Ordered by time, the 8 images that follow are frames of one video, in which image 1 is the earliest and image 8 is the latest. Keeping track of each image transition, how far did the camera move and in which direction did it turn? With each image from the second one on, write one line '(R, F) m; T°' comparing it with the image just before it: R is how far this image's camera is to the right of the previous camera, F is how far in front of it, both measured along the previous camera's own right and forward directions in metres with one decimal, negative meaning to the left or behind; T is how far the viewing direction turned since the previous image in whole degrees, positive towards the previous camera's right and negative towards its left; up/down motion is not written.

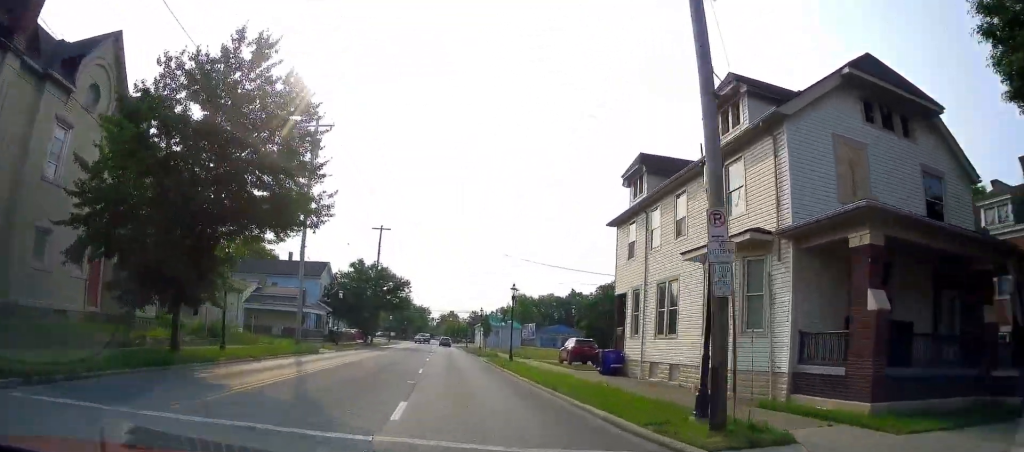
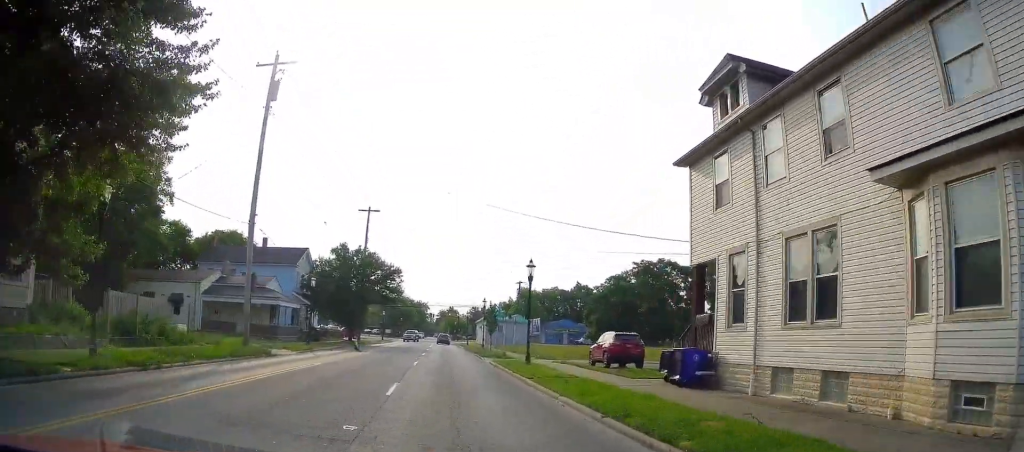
(+0.3, +9.2) m; 0°
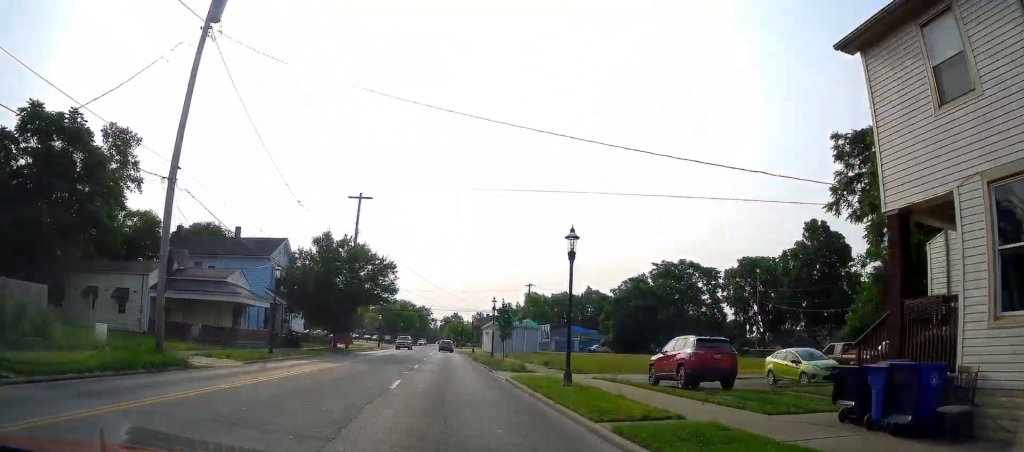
(-0.3, +8.9) m; -1°
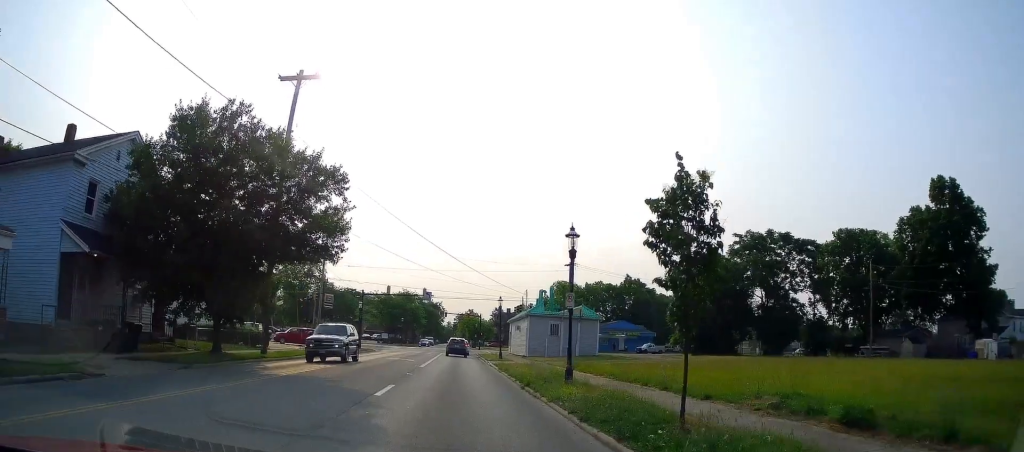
(-0.2, +26.9) m; 0°
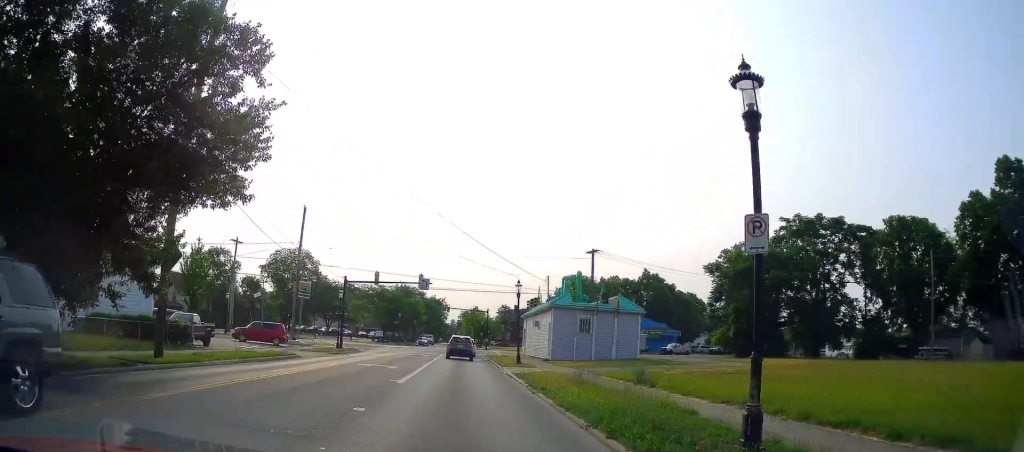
(+0.1, +11.0) m; -3°
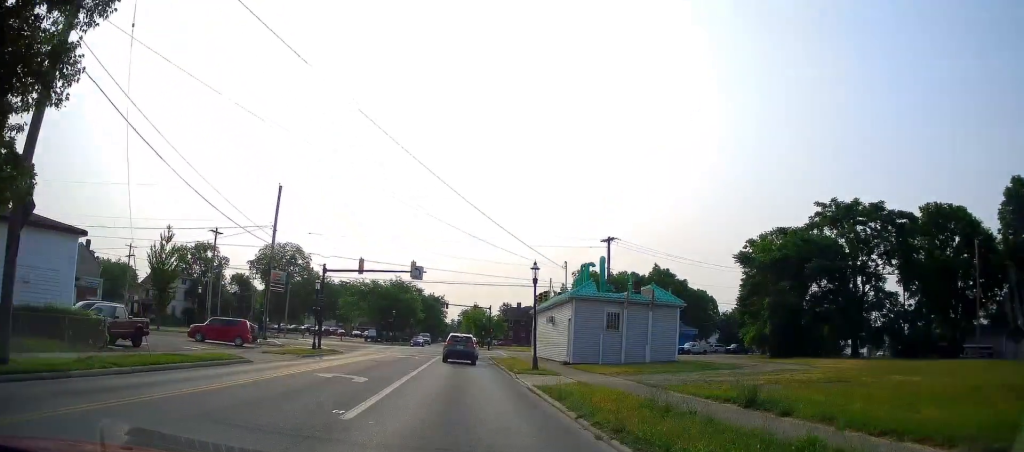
(-0.4, +7.7) m; 0°
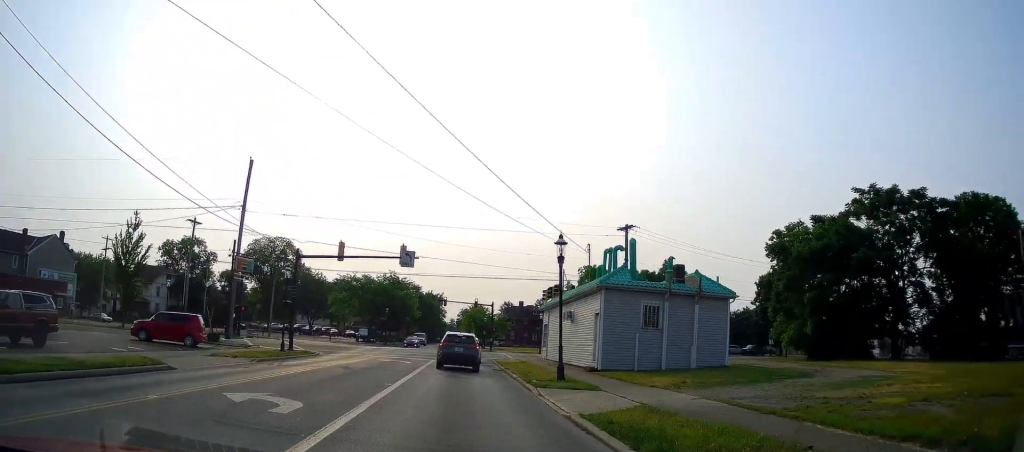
(+0.3, +6.8) m; +4°
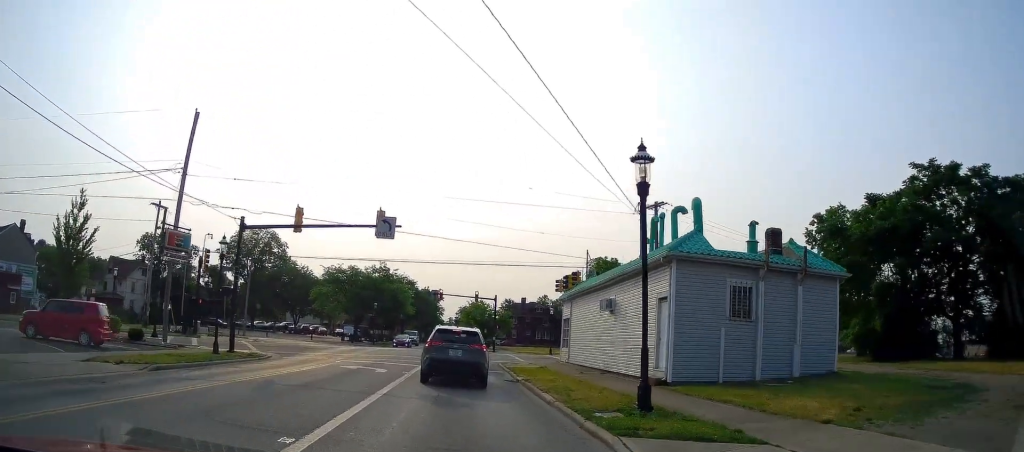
(+0.3, +9.0) m; 0°
